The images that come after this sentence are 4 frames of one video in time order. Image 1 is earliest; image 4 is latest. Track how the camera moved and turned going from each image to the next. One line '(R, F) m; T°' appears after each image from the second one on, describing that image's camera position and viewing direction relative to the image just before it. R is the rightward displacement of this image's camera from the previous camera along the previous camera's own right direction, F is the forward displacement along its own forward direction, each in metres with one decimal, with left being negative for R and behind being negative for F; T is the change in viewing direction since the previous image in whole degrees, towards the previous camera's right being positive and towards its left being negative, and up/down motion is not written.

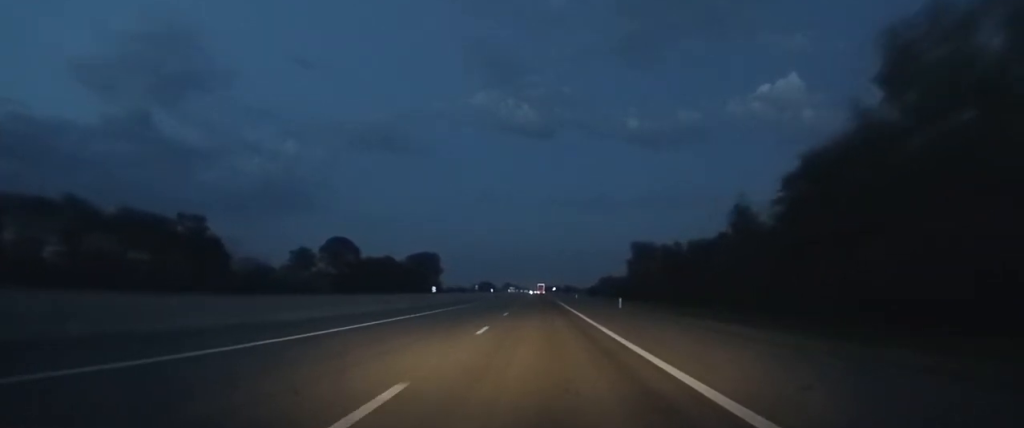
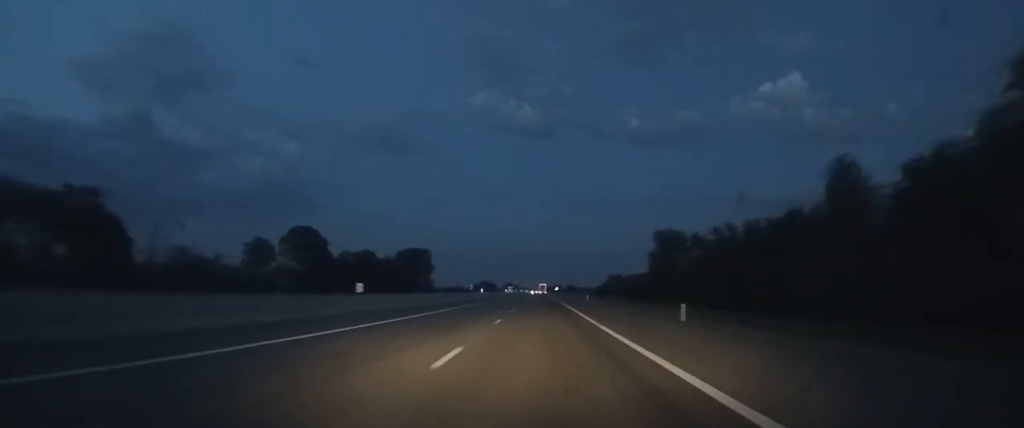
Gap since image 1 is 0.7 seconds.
(0.0, +22.2) m; 0°
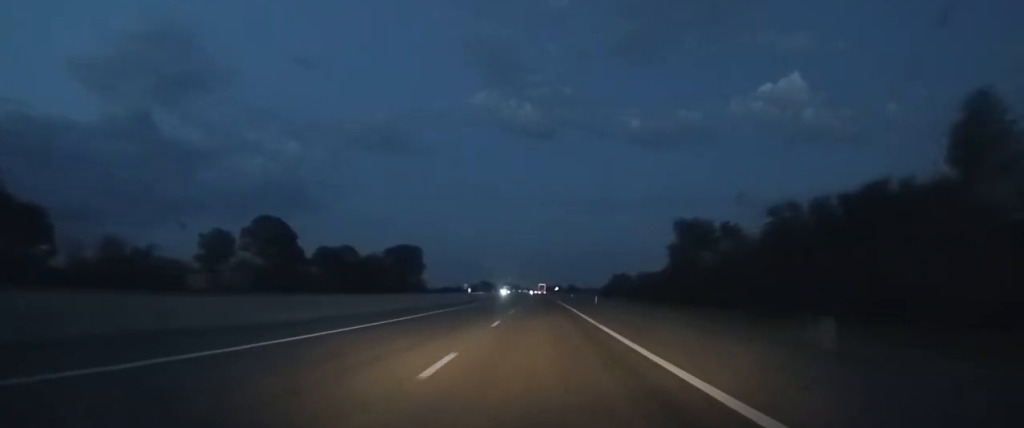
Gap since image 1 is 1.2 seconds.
(0.0, +15.7) m; 0°
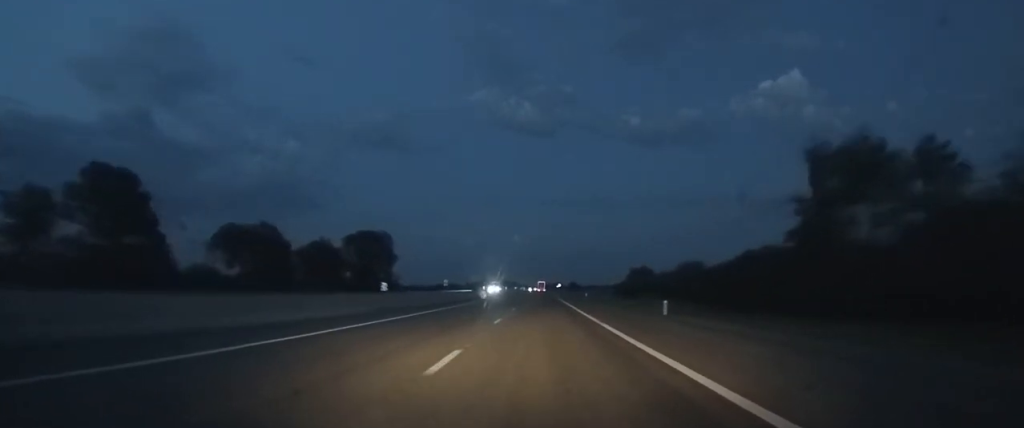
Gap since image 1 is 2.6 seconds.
(-0.1, +45.5) m; 0°
